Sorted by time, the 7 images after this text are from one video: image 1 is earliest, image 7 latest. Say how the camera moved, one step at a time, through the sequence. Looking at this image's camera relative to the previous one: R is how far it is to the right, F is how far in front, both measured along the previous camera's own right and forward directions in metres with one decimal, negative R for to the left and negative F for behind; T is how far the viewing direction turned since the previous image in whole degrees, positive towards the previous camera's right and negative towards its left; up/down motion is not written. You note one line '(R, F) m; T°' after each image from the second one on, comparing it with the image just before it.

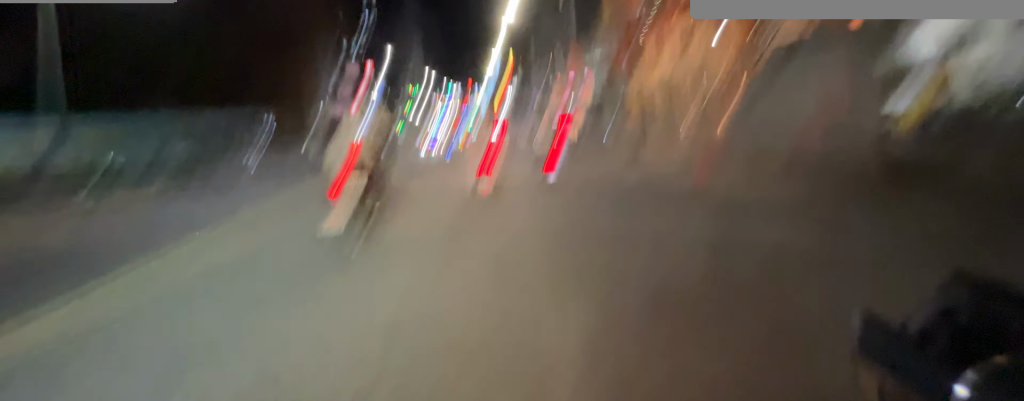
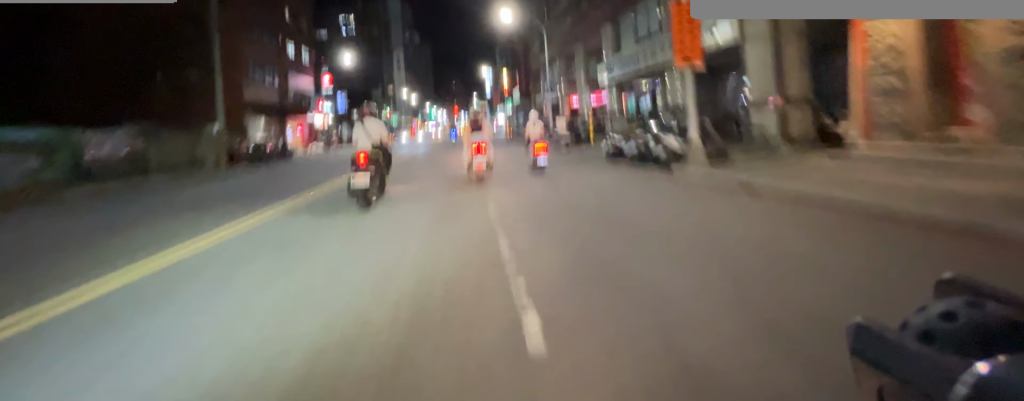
(+0.1, +12.3) m; 0°
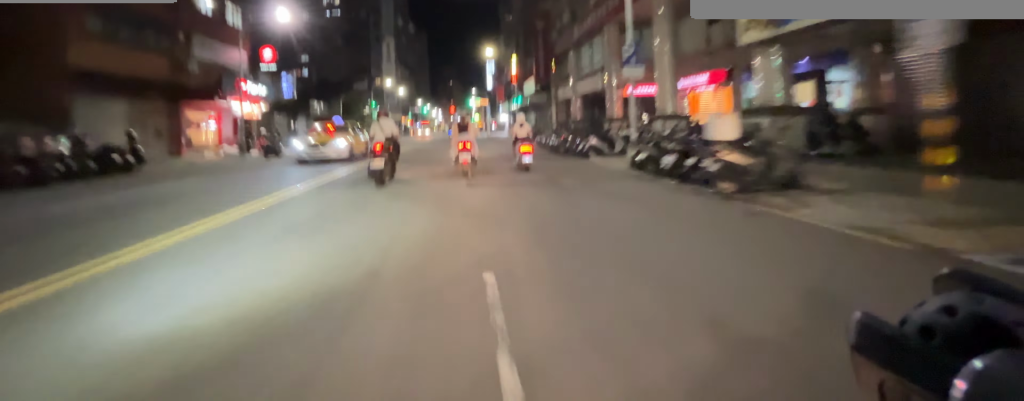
(0.0, +12.5) m; +1°
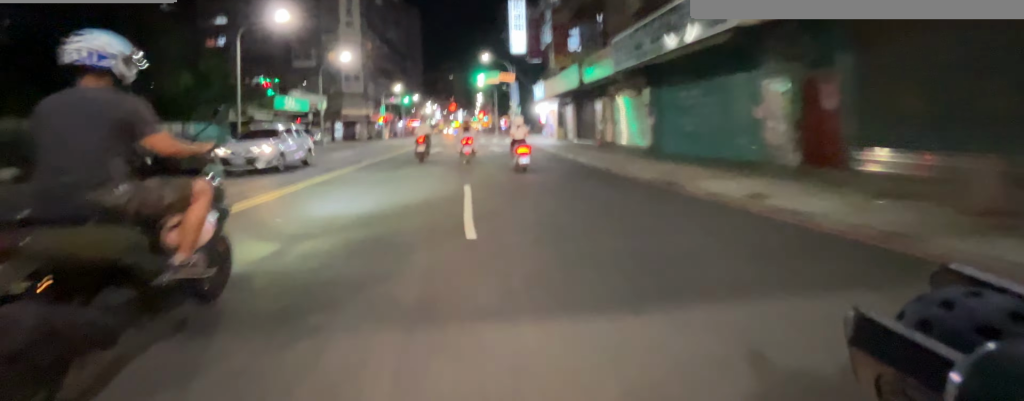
(+0.5, +35.6) m; +1°
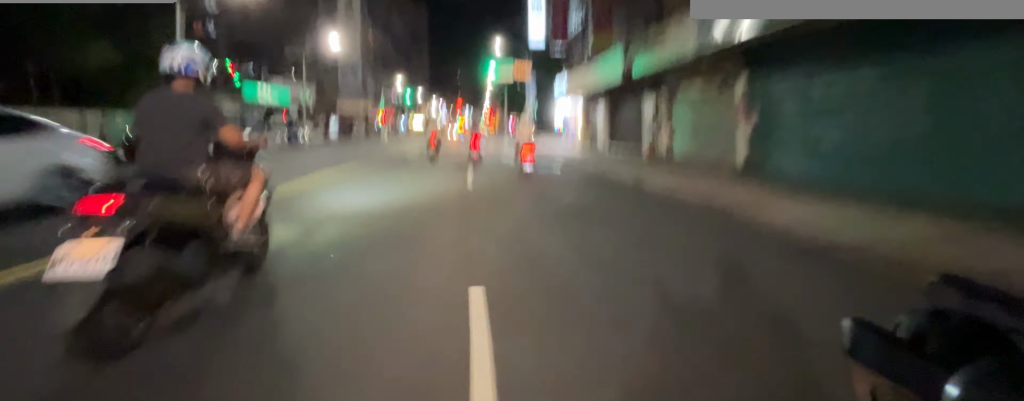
(0.0, +5.7) m; 0°
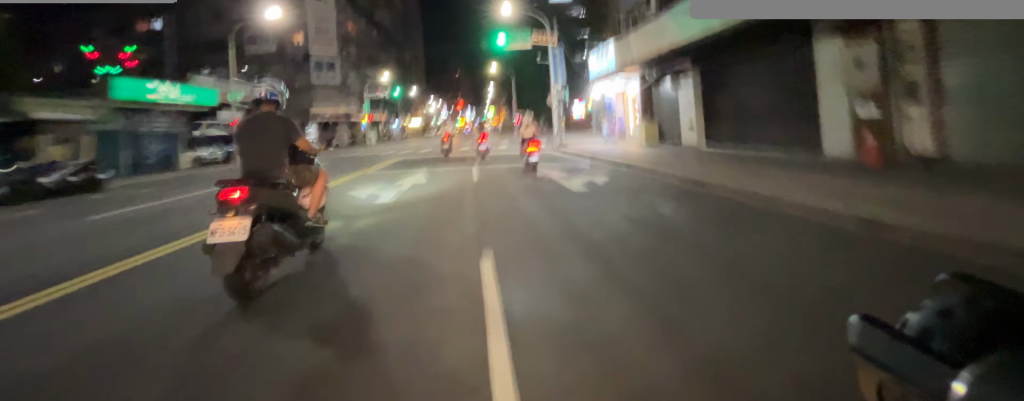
(-0.1, +9.7) m; -1°
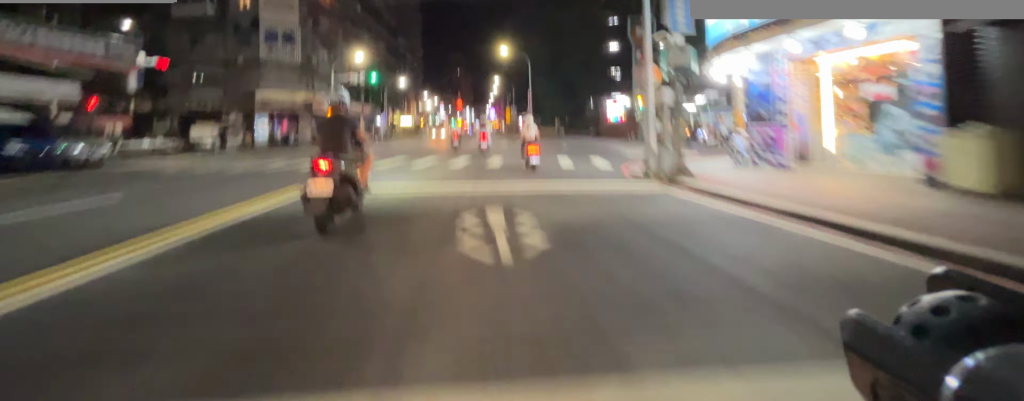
(0.0, +12.3) m; 0°
